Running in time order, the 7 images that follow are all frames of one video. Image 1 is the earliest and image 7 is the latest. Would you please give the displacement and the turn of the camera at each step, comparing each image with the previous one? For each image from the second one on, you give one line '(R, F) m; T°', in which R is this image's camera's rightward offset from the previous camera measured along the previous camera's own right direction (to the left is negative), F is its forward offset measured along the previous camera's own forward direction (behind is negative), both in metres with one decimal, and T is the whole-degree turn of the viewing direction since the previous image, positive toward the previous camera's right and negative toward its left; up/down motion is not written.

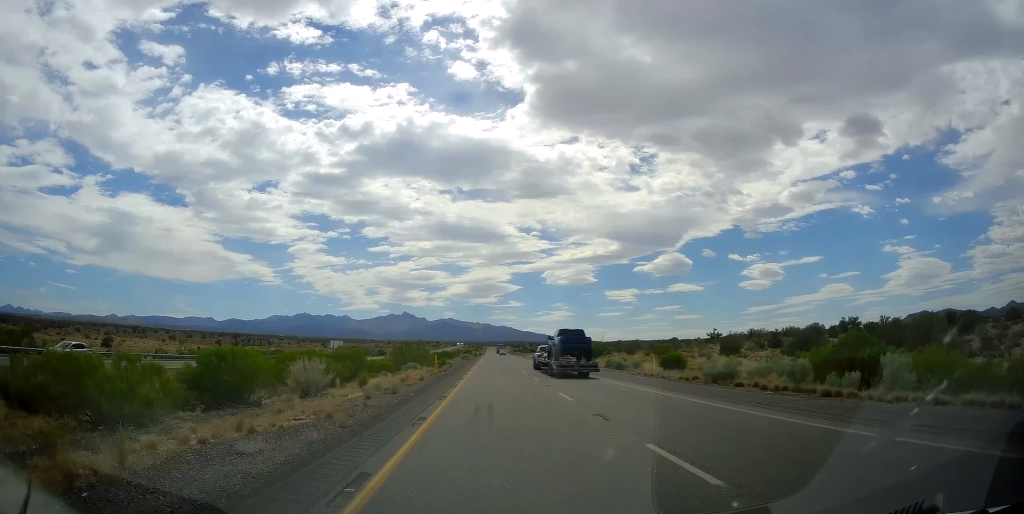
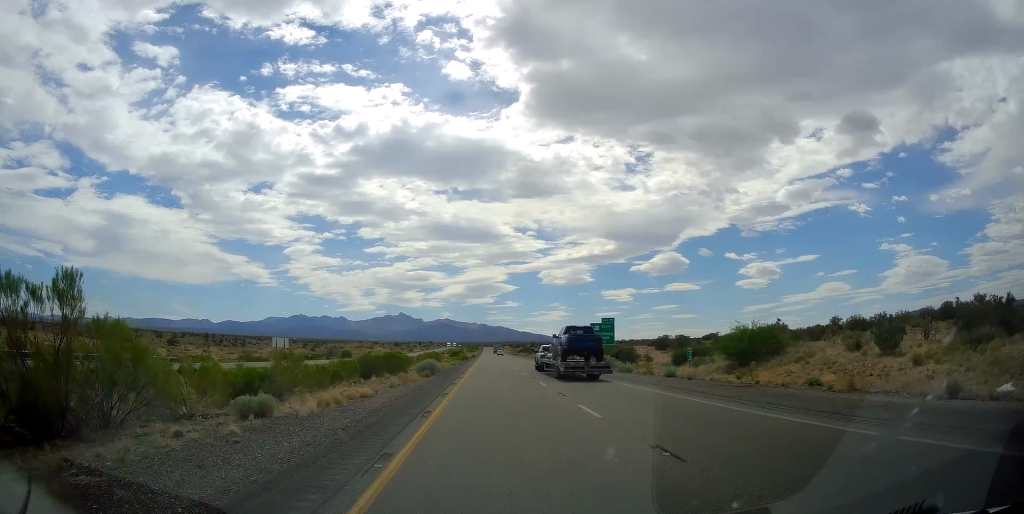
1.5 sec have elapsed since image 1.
(+0.4, +53.4) m; 0°
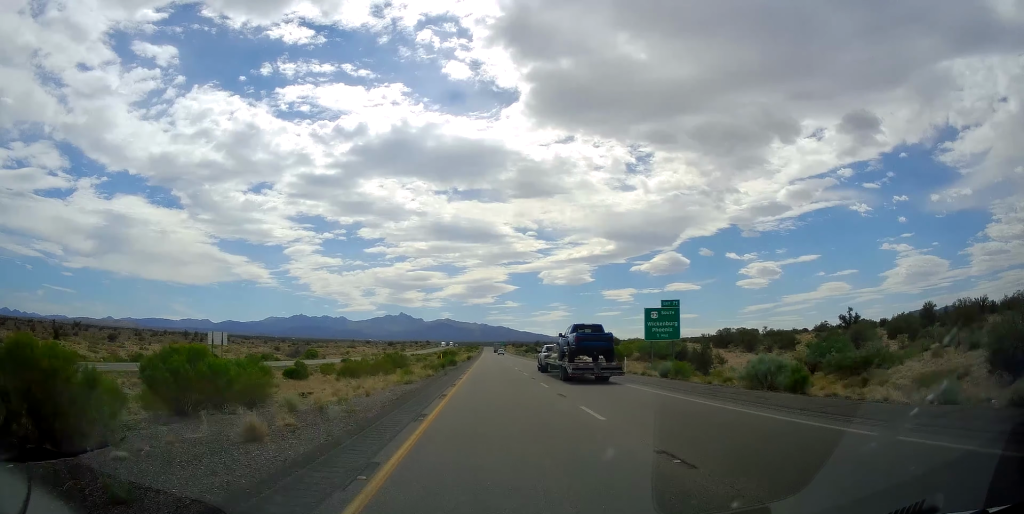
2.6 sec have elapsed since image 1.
(0.0, +37.1) m; 0°
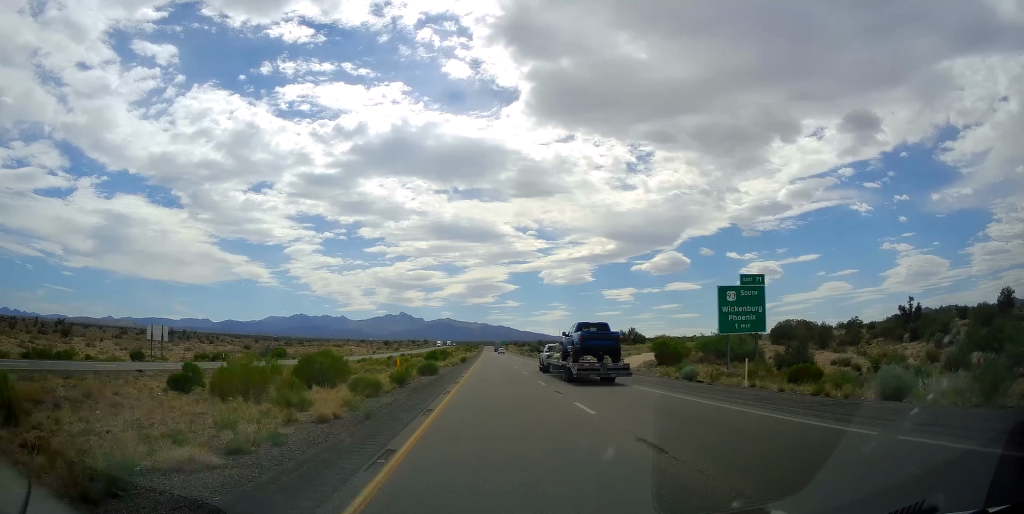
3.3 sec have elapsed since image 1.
(+0.1, +23.3) m; 0°
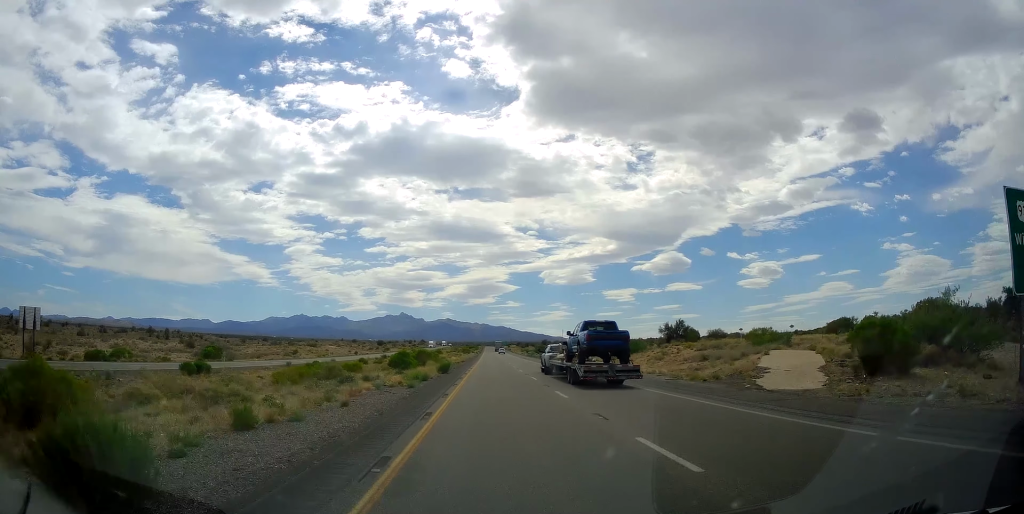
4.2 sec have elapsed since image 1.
(0.0, +31.4) m; 0°
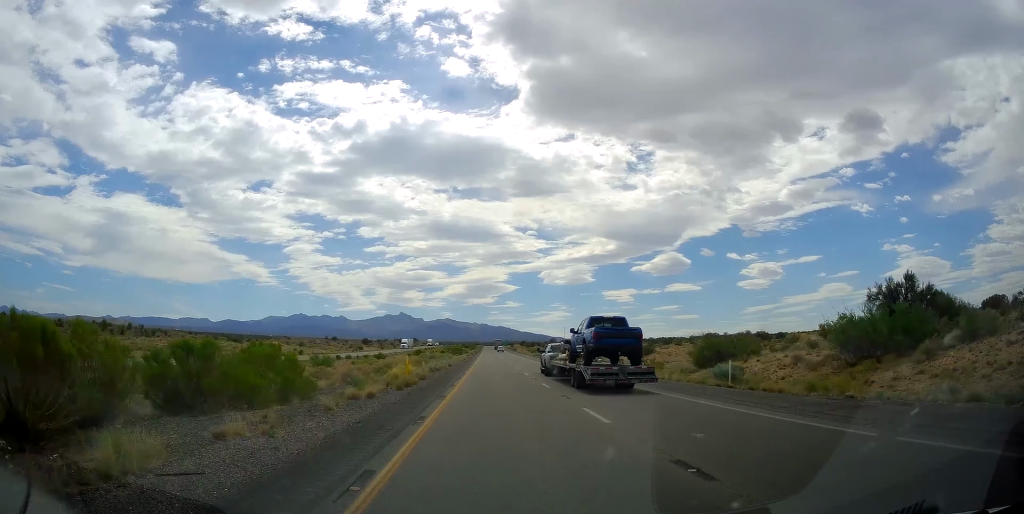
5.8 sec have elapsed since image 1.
(-0.1, +55.5) m; 0°
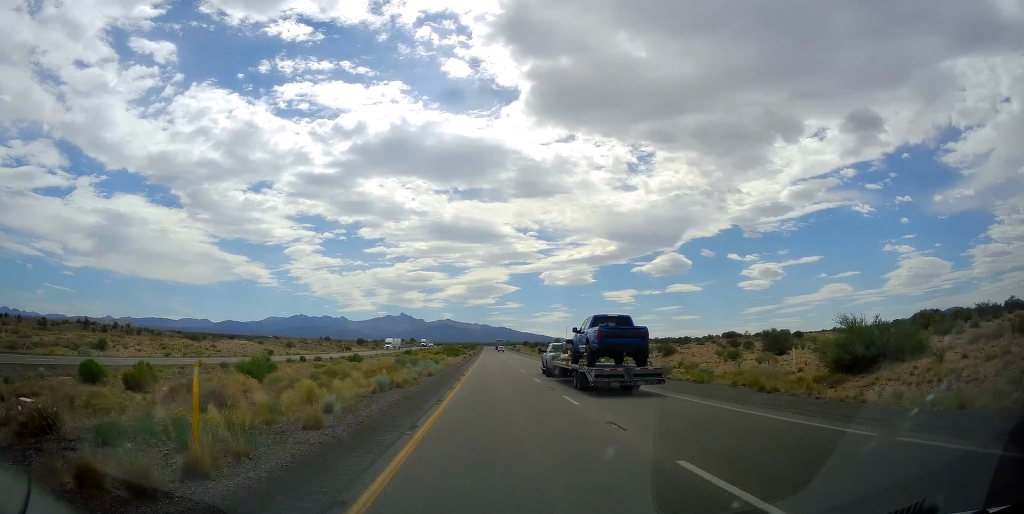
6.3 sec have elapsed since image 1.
(+0.1, +19.6) m; 0°
